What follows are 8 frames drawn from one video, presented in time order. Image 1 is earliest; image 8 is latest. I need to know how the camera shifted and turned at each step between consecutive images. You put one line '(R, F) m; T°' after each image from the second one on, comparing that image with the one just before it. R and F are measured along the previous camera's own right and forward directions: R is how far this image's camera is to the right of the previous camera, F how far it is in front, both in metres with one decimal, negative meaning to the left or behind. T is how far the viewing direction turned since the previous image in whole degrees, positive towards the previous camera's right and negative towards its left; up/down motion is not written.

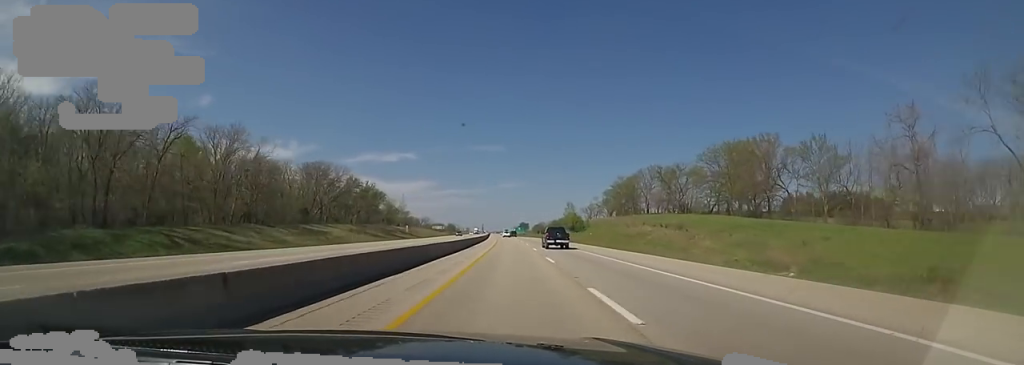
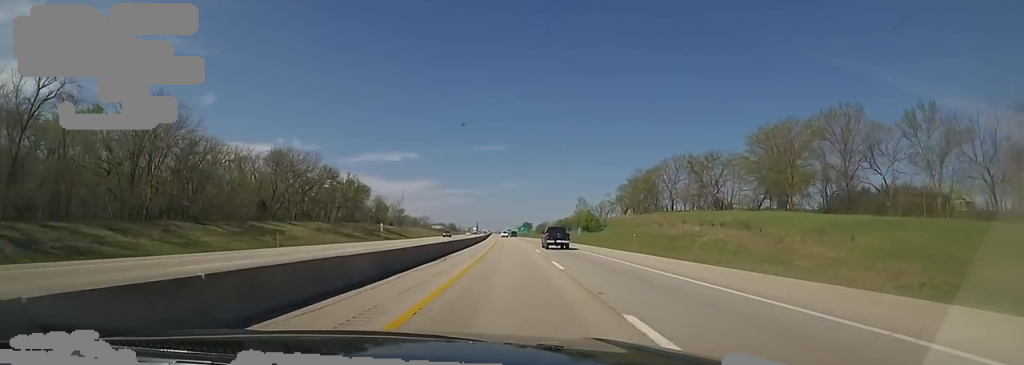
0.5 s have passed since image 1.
(-0.3, +19.0) m; 0°
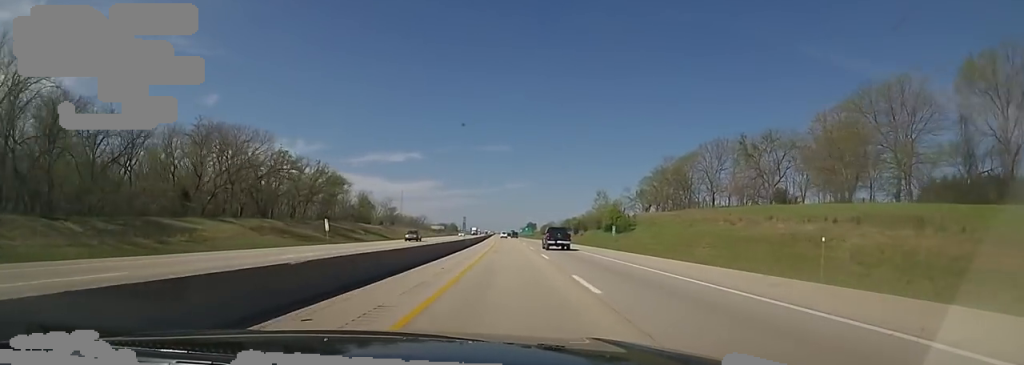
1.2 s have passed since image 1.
(-0.2, +22.5) m; 0°
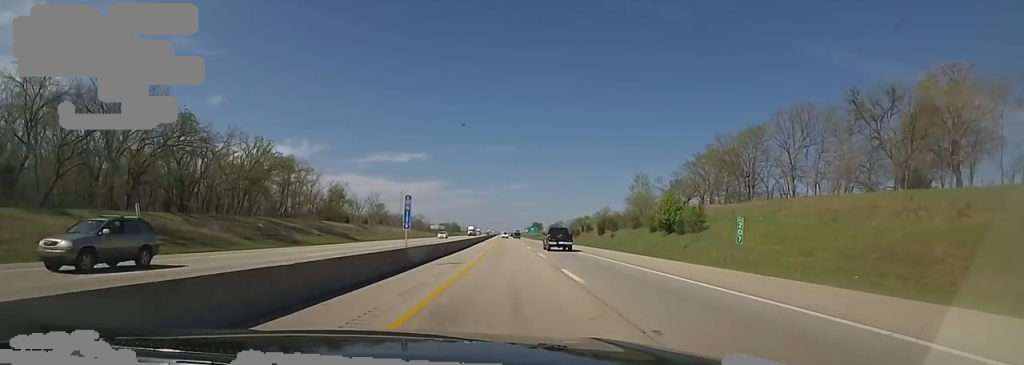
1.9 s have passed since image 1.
(+0.4, +27.3) m; +1°
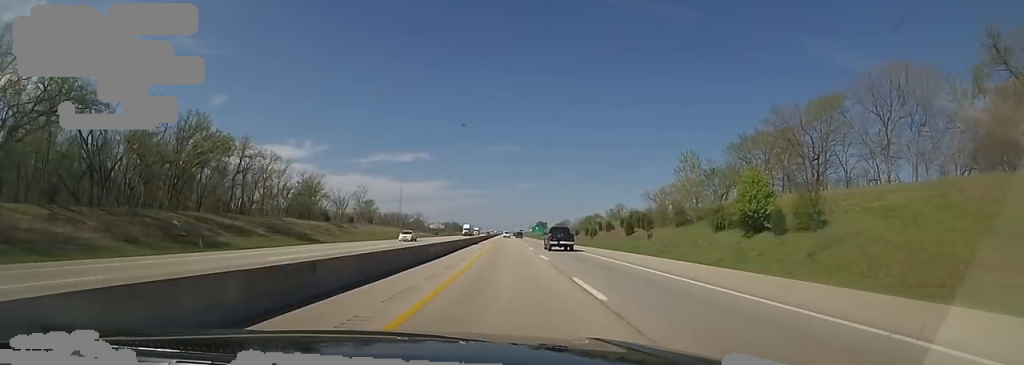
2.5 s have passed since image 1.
(0.0, +19.0) m; 0°
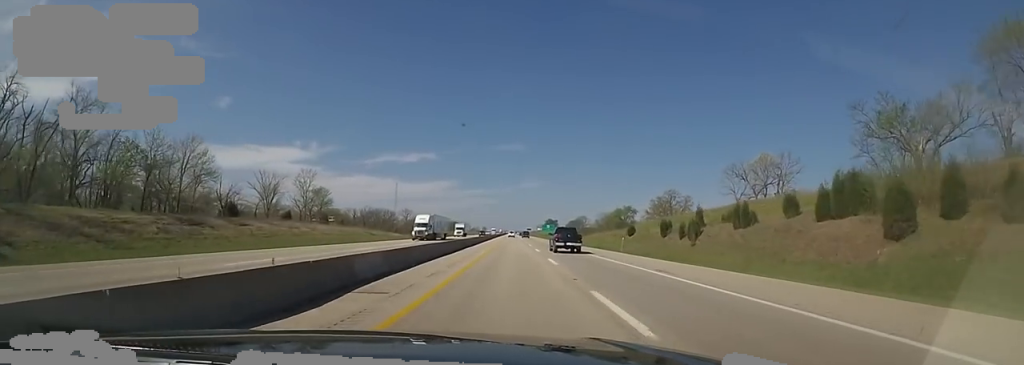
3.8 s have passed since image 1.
(-0.7, +48.5) m; -3°
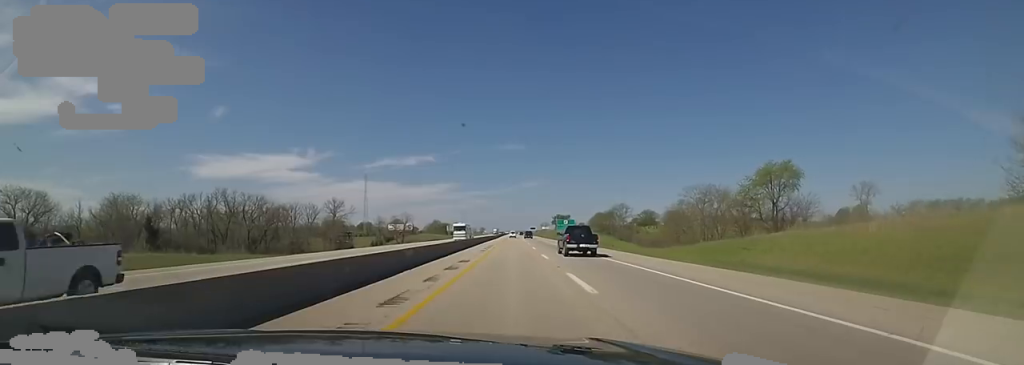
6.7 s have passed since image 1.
(-0.1, +101.0) m; 0°
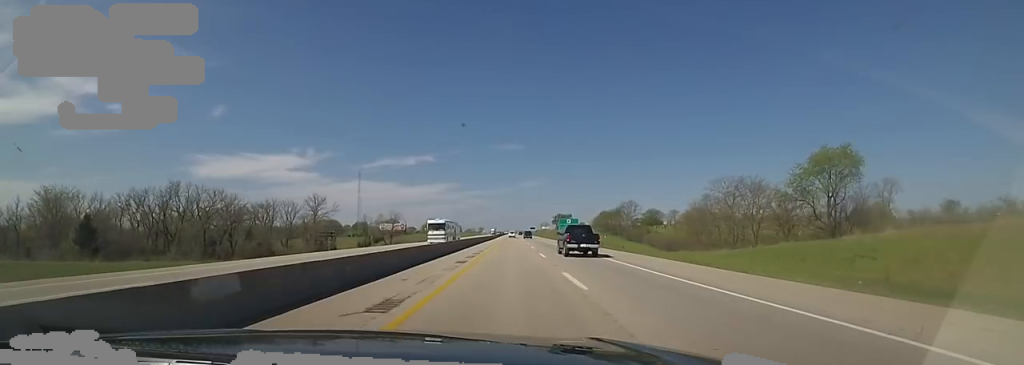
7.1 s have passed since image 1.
(-0.4, +14.3) m; 0°
